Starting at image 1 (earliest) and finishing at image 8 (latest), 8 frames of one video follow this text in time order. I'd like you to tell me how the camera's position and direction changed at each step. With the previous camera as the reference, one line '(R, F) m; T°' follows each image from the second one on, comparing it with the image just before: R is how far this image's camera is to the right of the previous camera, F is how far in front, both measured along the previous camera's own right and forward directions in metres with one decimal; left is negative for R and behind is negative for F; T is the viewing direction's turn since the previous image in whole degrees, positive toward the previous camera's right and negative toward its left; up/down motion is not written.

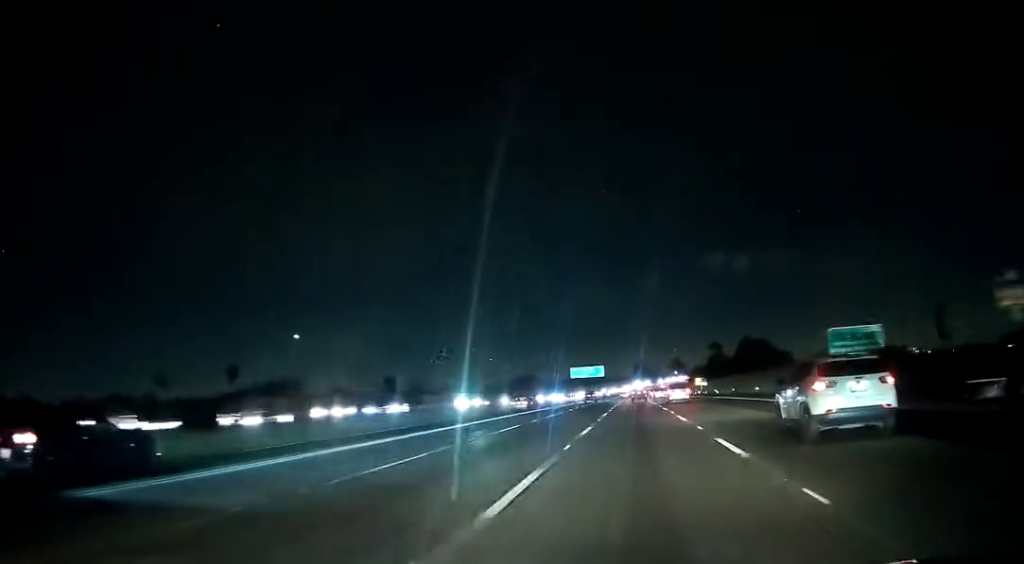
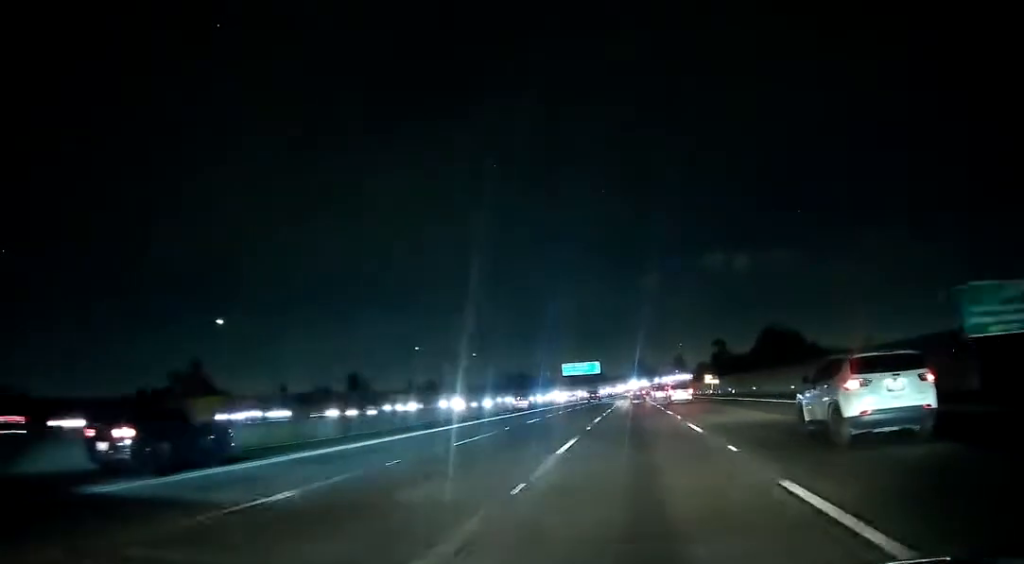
(0.0, +22.4) m; 0°
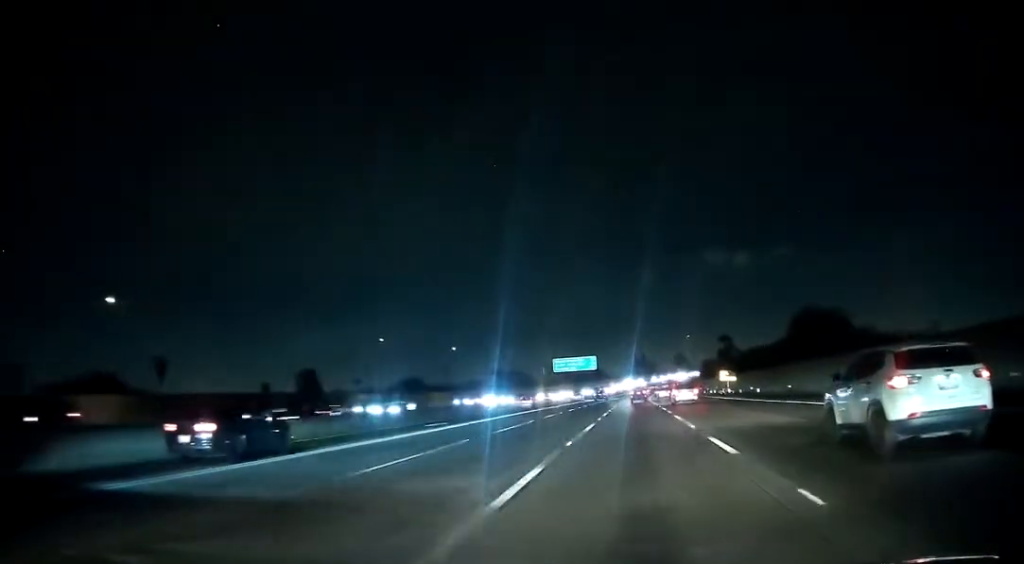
(-0.4, +21.5) m; 0°
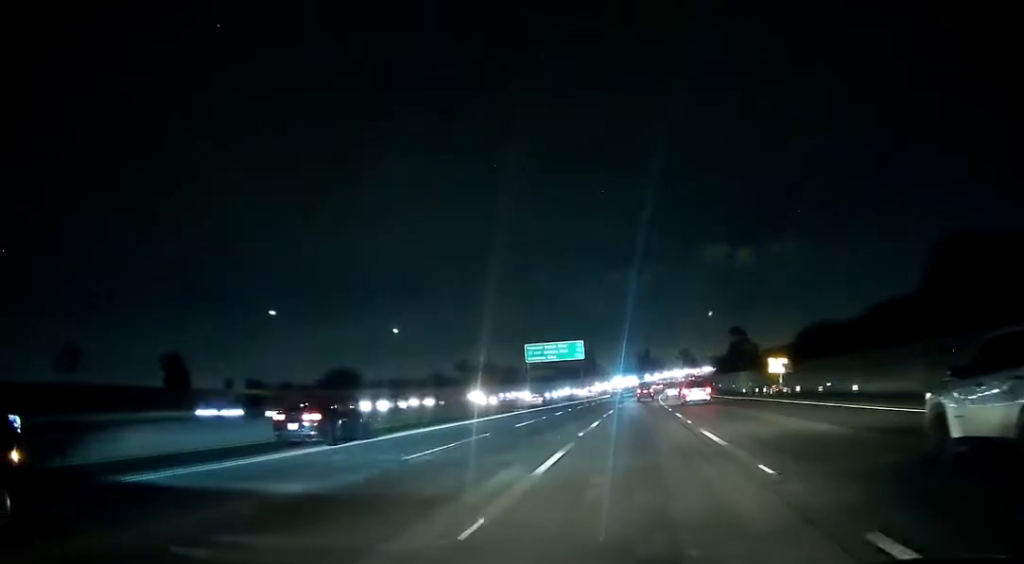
(+0.5, +42.1) m; 0°
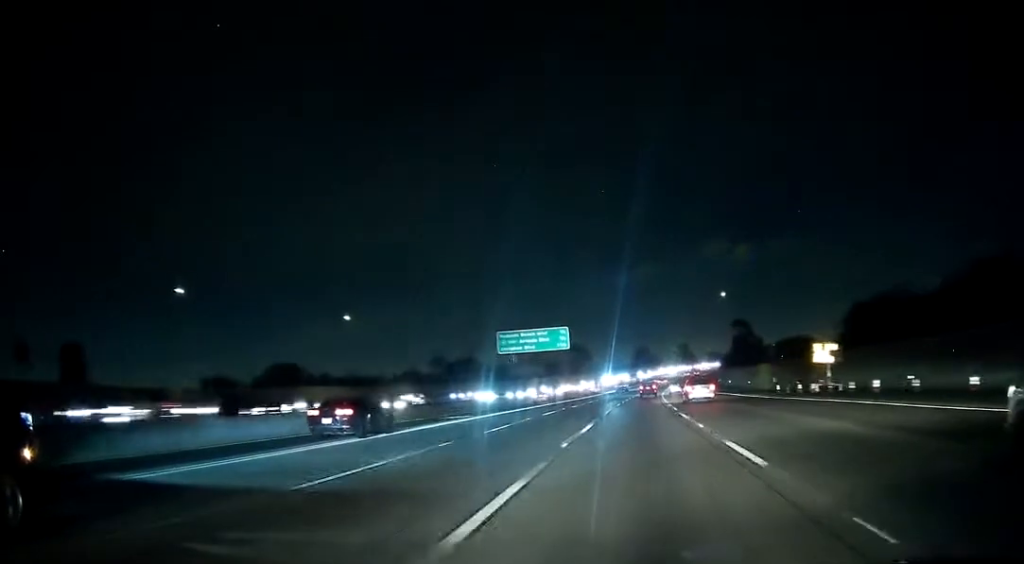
(-0.4, +19.6) m; 0°
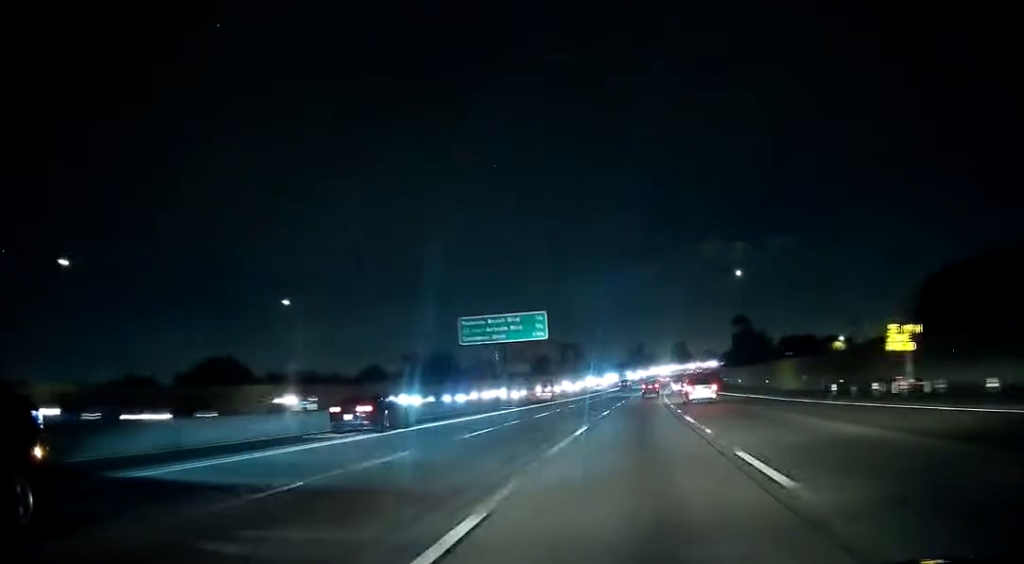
(+0.2, +18.5) m; +1°
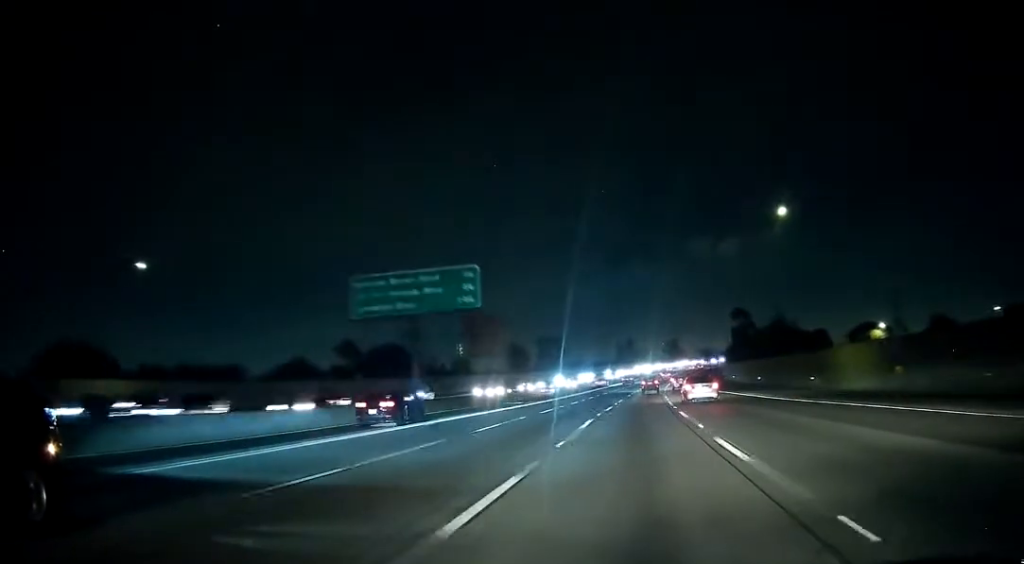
(+0.3, +27.7) m; +1°
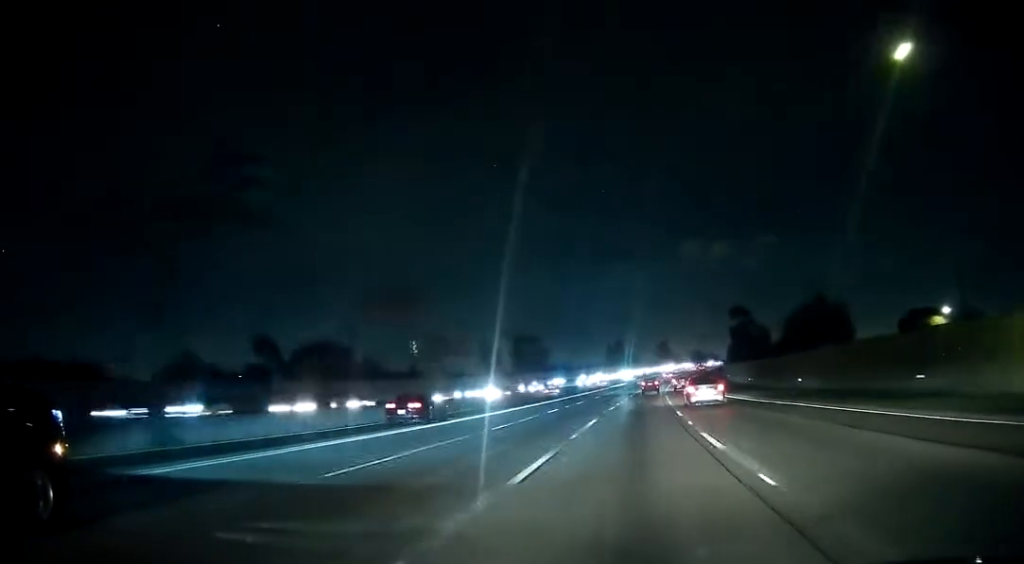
(+0.1, +25.5) m; 0°
